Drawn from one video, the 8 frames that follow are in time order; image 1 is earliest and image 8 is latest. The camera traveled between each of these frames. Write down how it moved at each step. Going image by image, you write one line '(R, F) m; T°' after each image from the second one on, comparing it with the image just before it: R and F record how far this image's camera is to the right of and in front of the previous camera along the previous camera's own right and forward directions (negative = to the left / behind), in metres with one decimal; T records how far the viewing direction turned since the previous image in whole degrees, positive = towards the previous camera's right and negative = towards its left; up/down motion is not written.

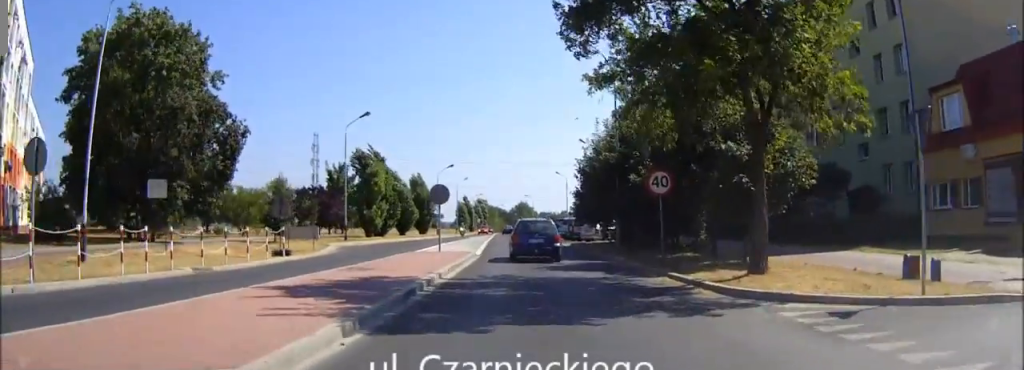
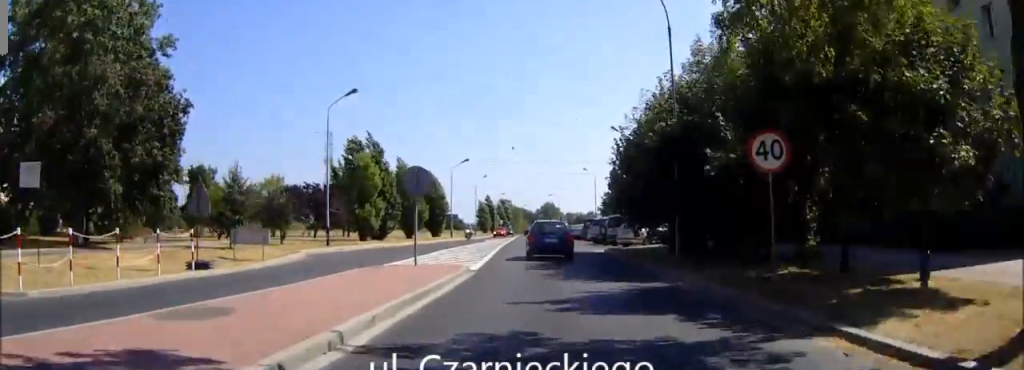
(-0.2, +9.9) m; -2°
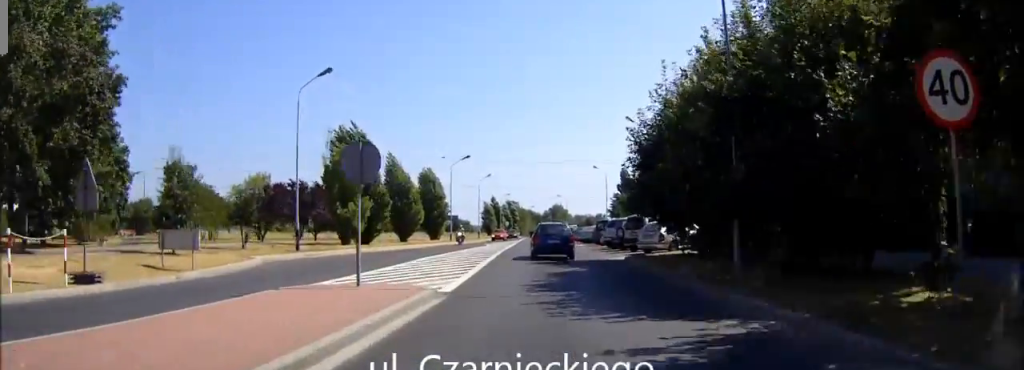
(-0.1, +6.6) m; -1°
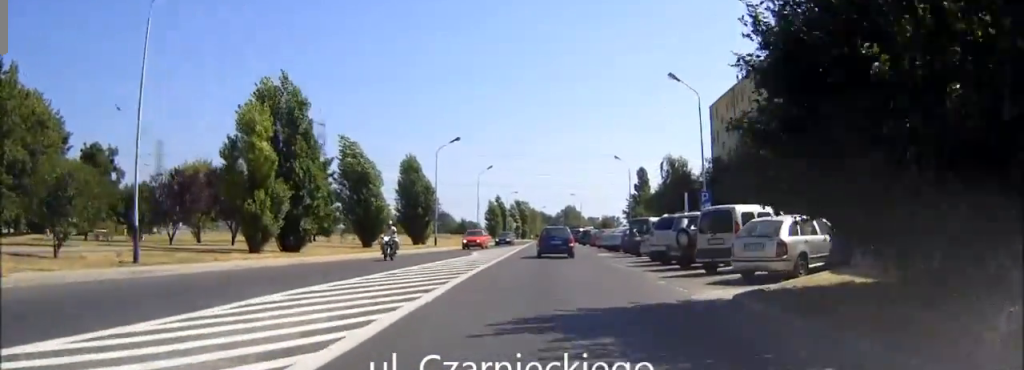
(-0.3, +16.1) m; -1°
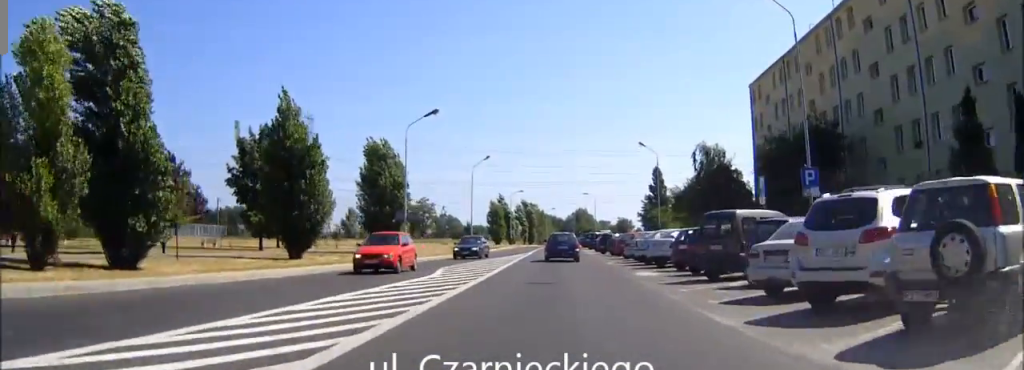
(0.0, +15.1) m; 0°
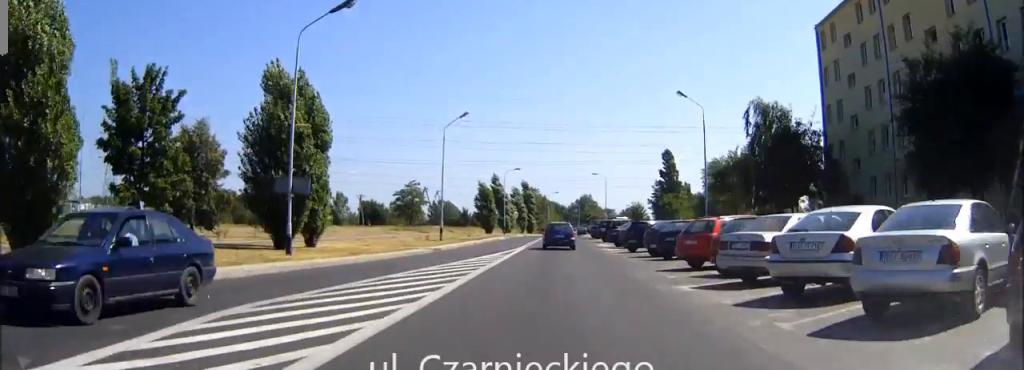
(-0.1, +19.3) m; 0°
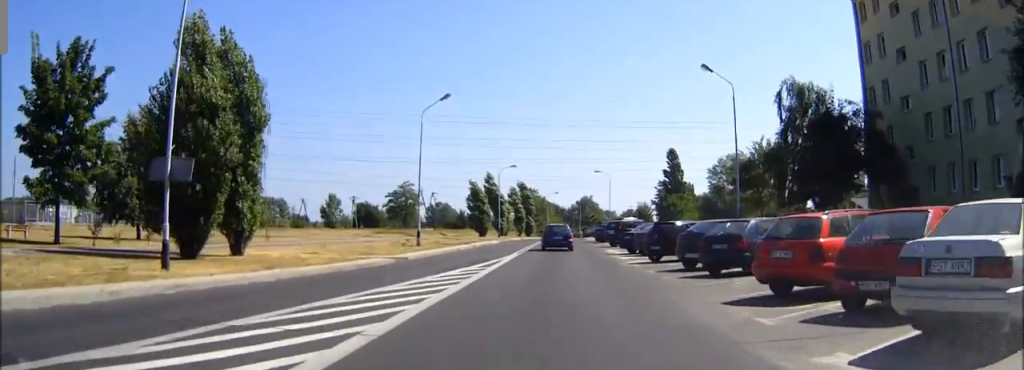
(0.0, +8.3) m; 0°
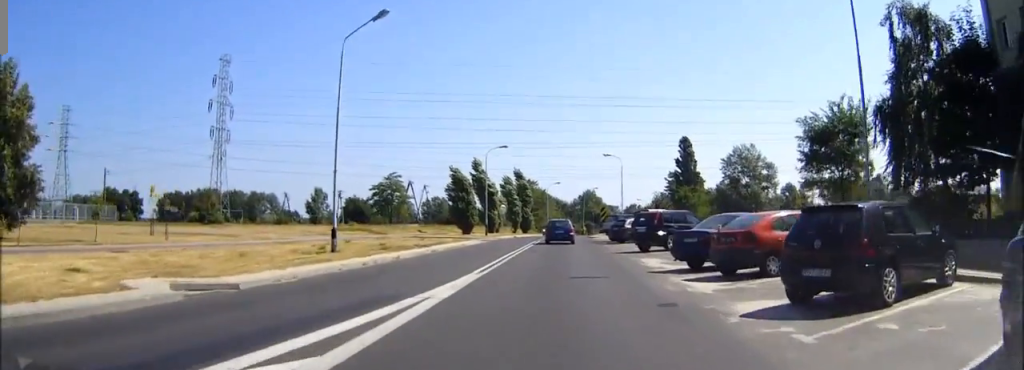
(0.0, +16.6) m; 0°
